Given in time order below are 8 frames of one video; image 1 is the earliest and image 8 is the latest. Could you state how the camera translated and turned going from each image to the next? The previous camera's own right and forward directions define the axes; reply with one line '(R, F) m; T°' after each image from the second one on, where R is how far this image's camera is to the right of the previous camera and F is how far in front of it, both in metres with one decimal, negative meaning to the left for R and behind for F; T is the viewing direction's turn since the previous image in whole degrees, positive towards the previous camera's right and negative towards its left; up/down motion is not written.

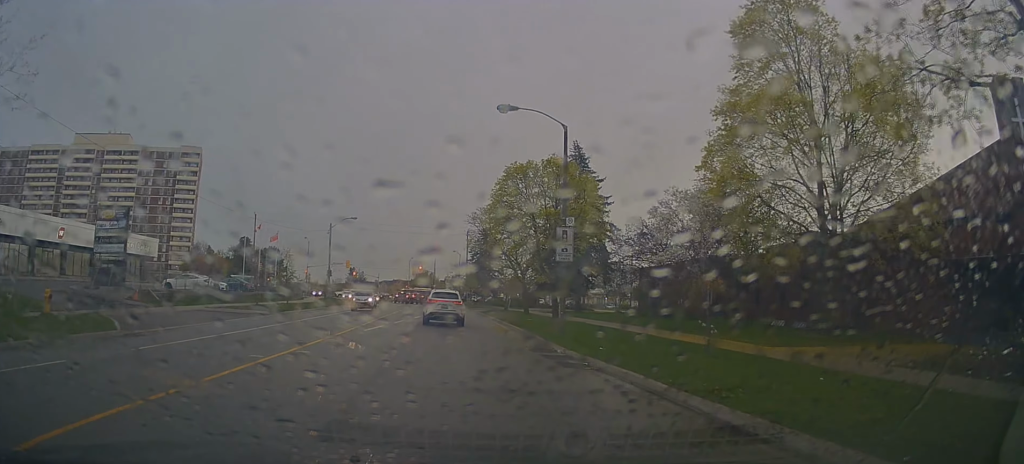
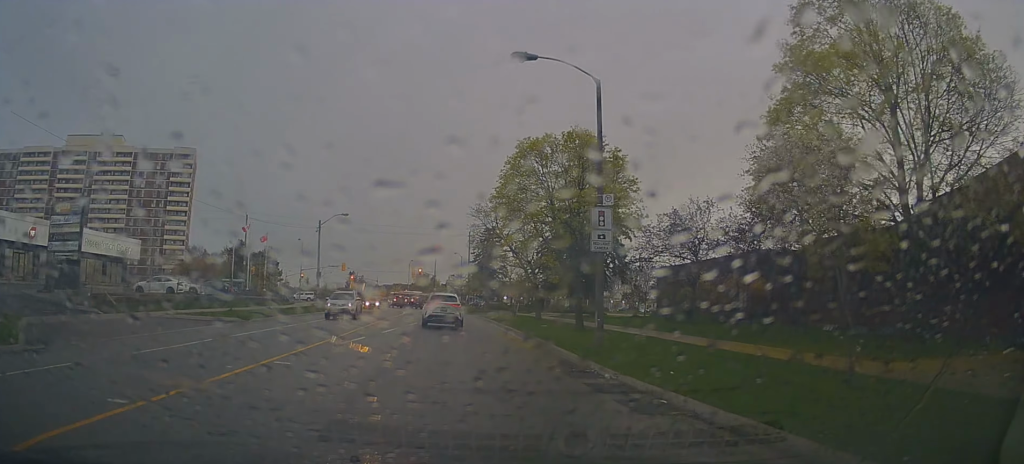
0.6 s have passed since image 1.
(+0.5, +4.9) m; +1°
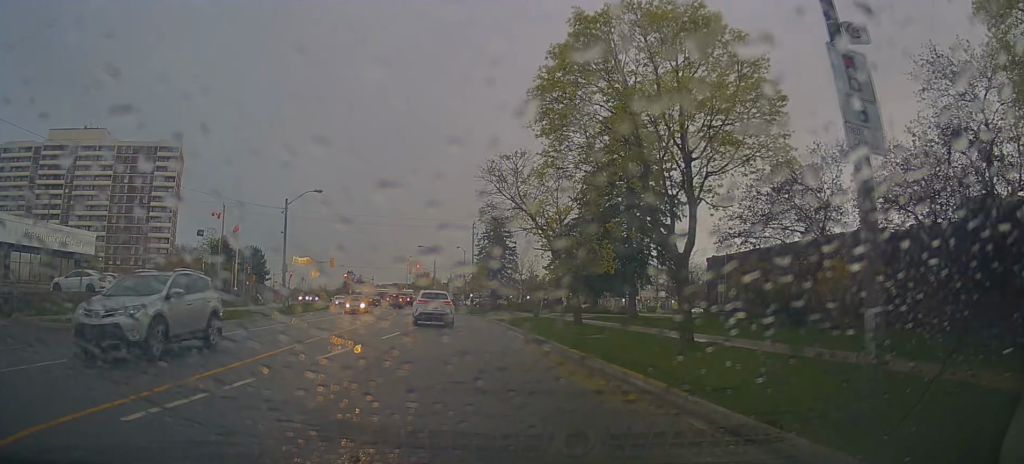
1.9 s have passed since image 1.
(-0.9, +10.4) m; -5°
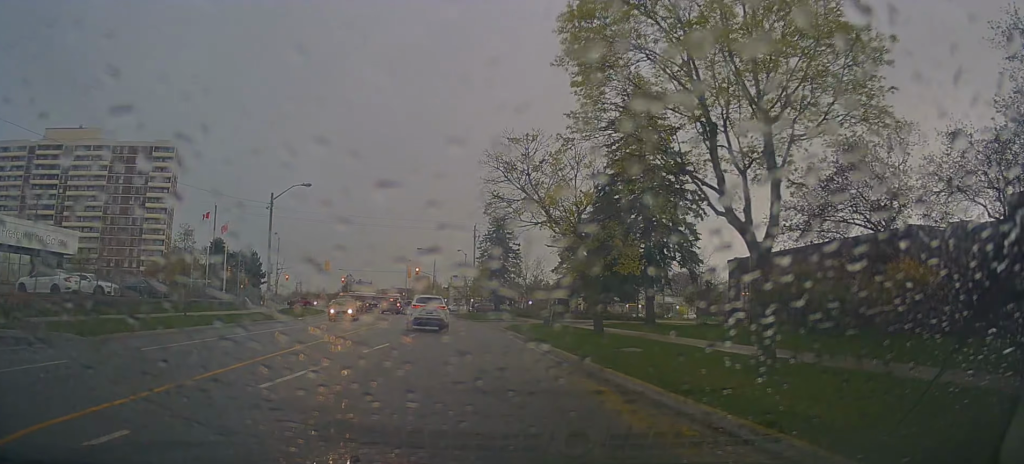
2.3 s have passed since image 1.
(0.0, +3.3) m; 0°
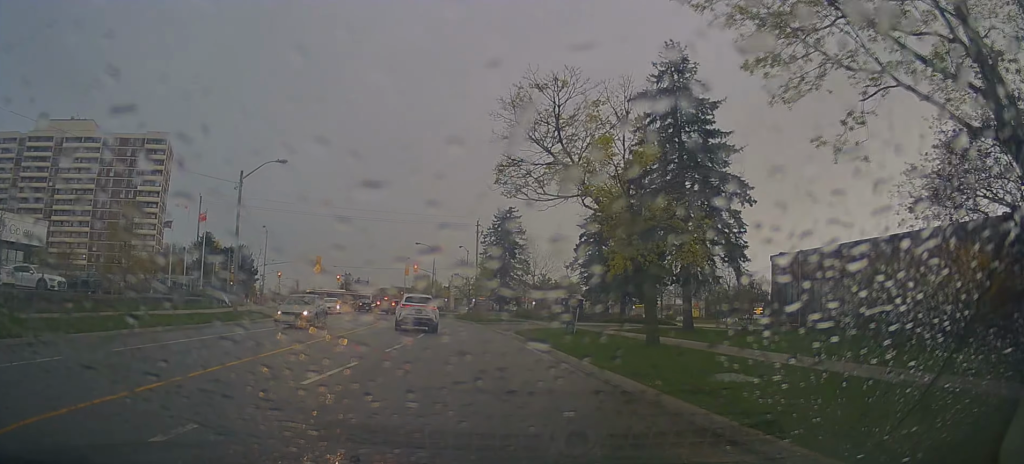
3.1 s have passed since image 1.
(0.0, +5.7) m; 0°
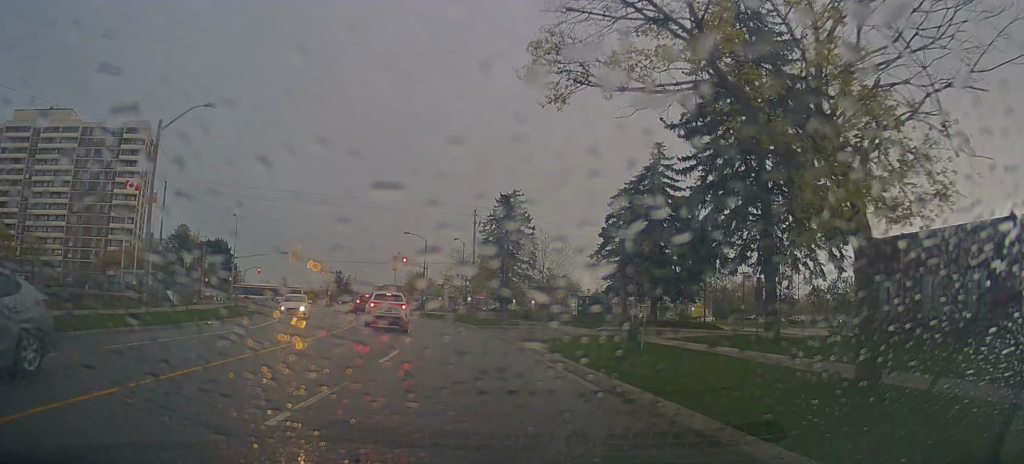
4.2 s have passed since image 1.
(0.0, +9.0) m; -2°
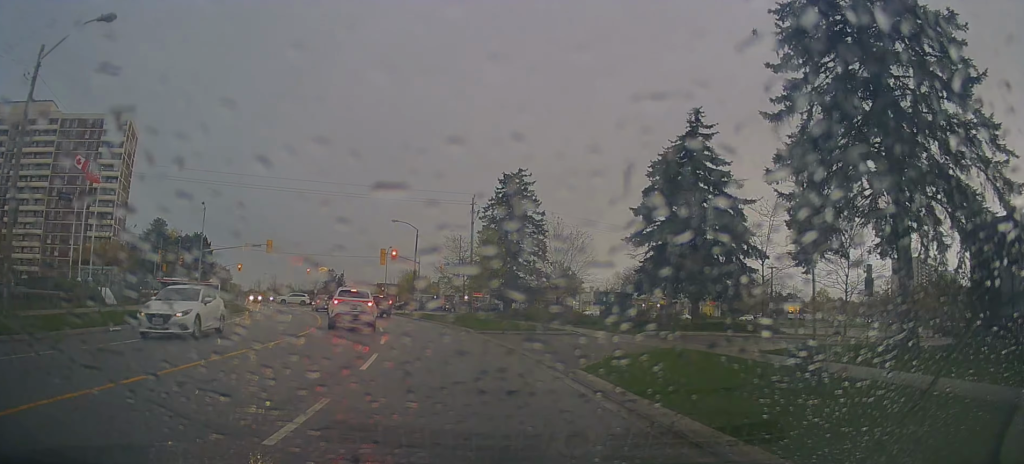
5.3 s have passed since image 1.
(-0.3, +7.6) m; +2°
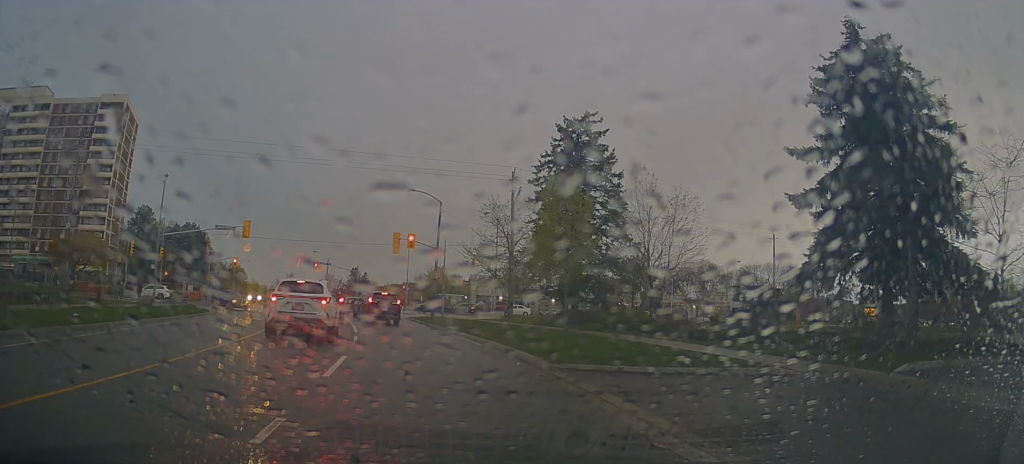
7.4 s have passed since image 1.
(+0.2, +13.6) m; -2°
